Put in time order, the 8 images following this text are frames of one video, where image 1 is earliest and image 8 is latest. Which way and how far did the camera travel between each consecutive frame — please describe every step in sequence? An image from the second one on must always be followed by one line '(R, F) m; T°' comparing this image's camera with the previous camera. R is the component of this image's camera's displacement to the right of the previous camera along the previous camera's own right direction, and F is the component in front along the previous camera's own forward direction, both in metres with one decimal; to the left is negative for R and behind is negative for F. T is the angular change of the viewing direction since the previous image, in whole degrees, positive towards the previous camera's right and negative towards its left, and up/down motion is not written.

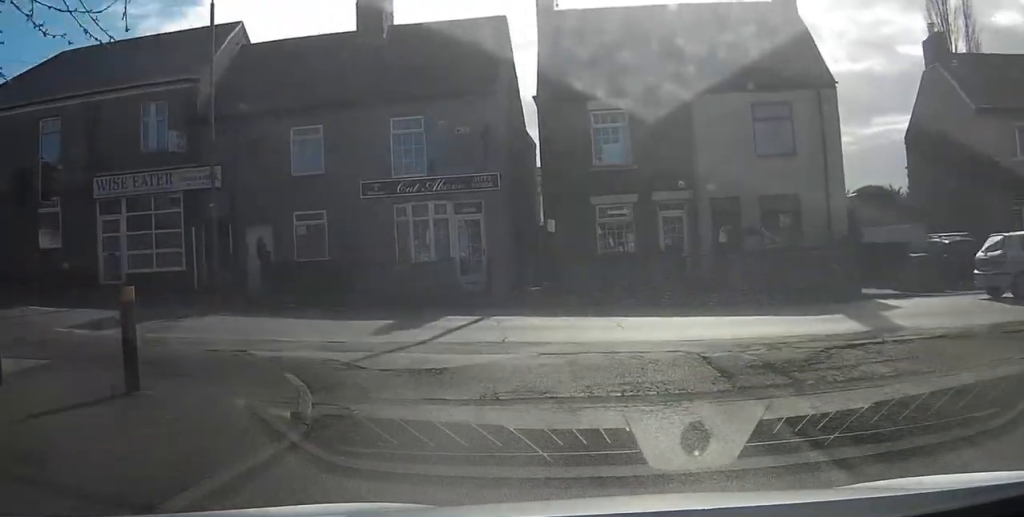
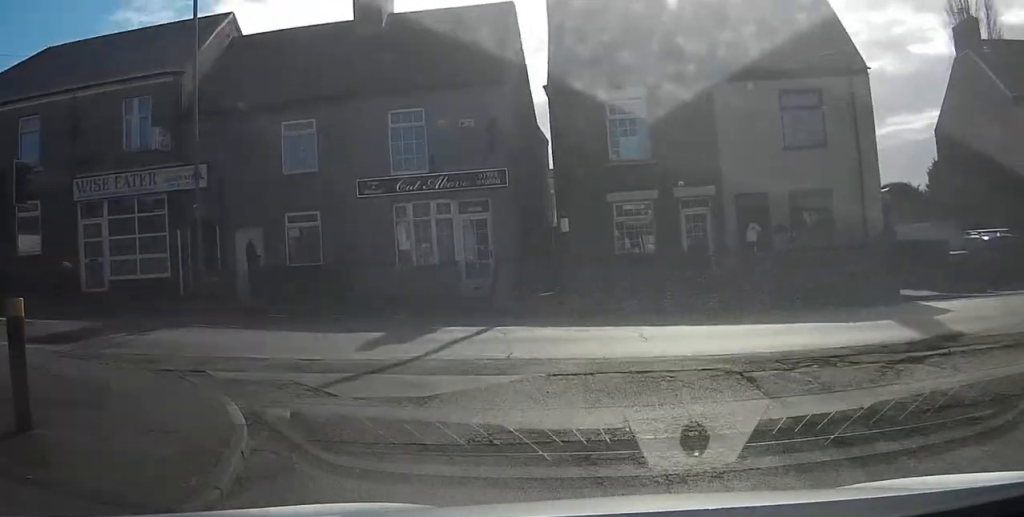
(0.0, +1.8) m; 0°
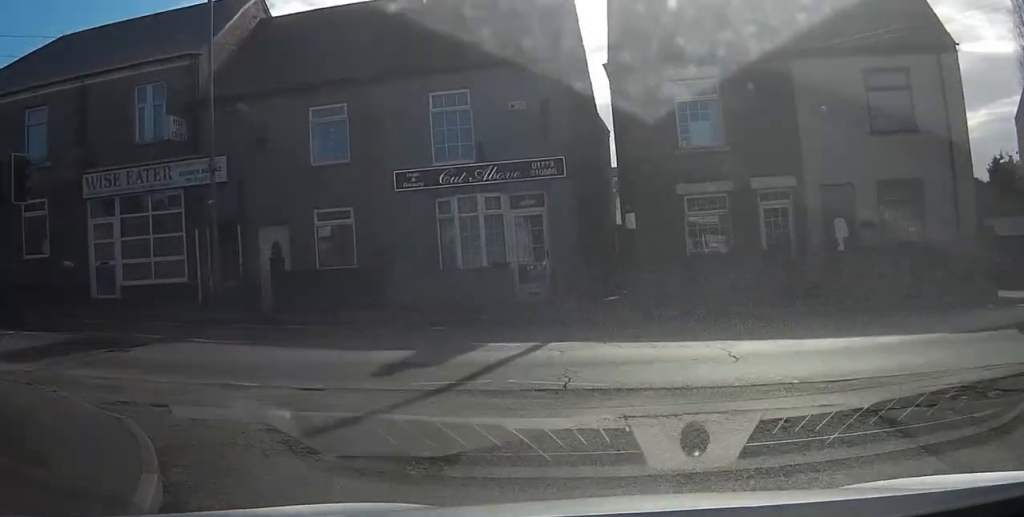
(0.0, +2.2) m; 0°
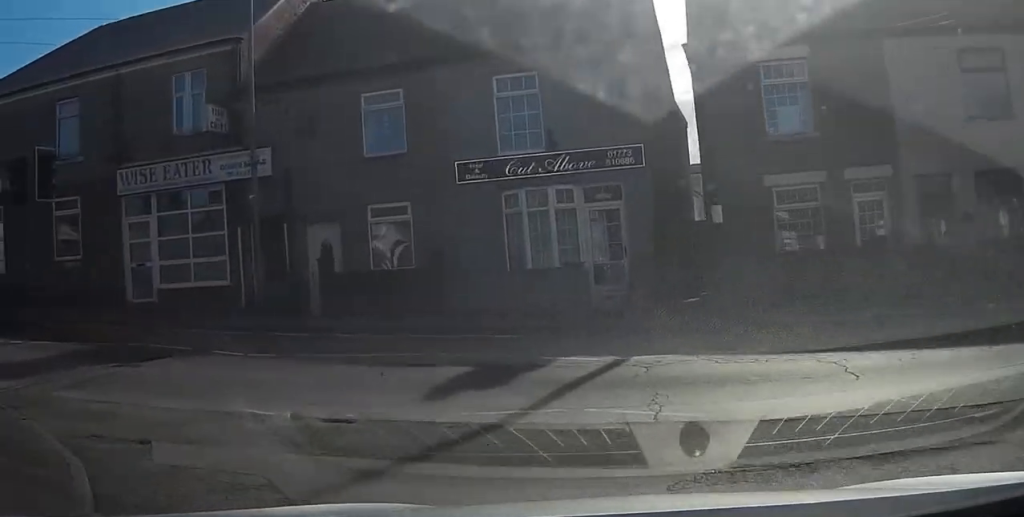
(0.0, +1.7) m; 0°
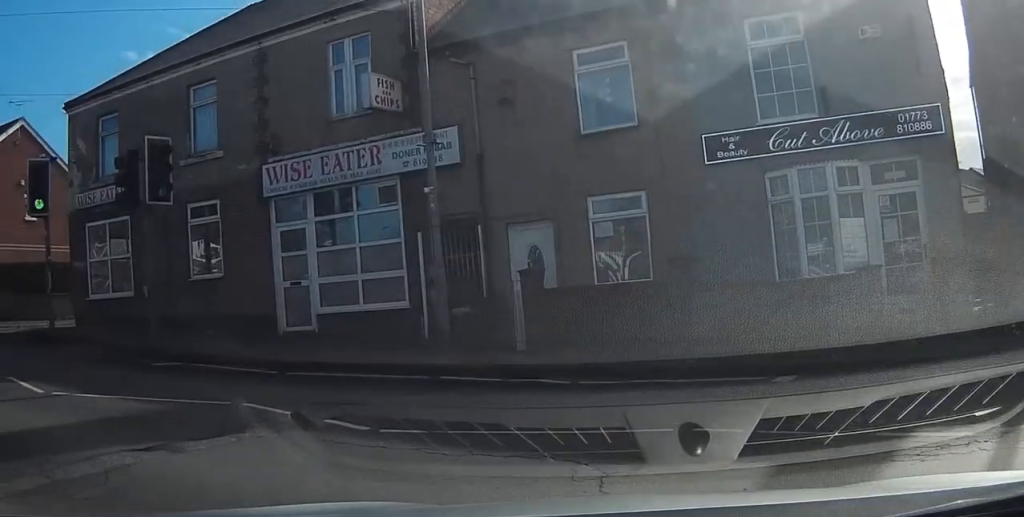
(0.0, +5.2) m; 0°
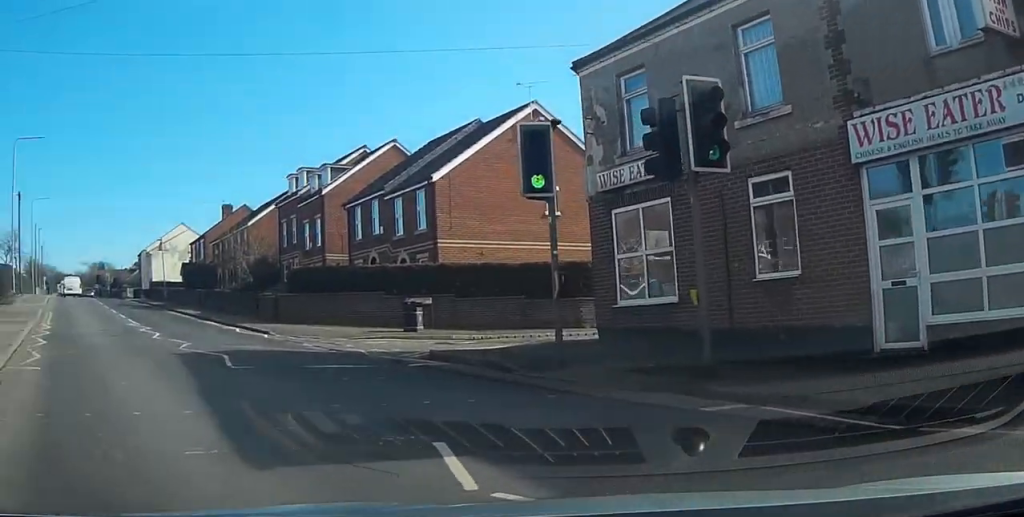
(-0.1, +5.8) m; -21°
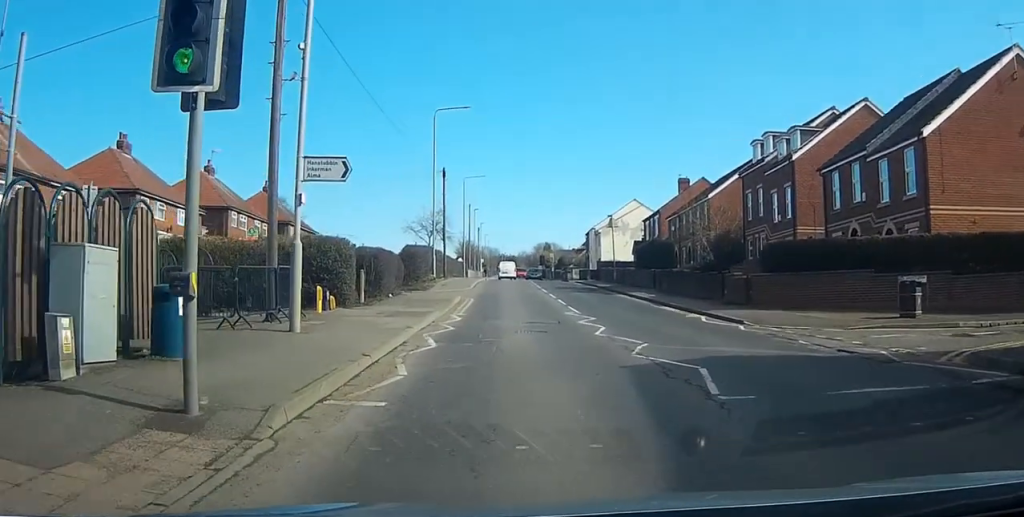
(-2.1, +4.9) m; -37°
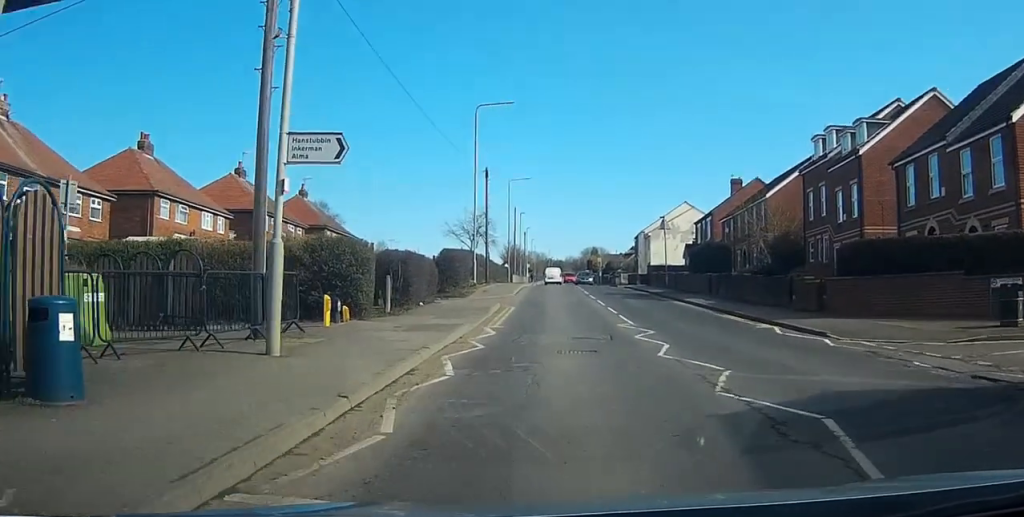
(-0.7, +4.0) m; -10°
